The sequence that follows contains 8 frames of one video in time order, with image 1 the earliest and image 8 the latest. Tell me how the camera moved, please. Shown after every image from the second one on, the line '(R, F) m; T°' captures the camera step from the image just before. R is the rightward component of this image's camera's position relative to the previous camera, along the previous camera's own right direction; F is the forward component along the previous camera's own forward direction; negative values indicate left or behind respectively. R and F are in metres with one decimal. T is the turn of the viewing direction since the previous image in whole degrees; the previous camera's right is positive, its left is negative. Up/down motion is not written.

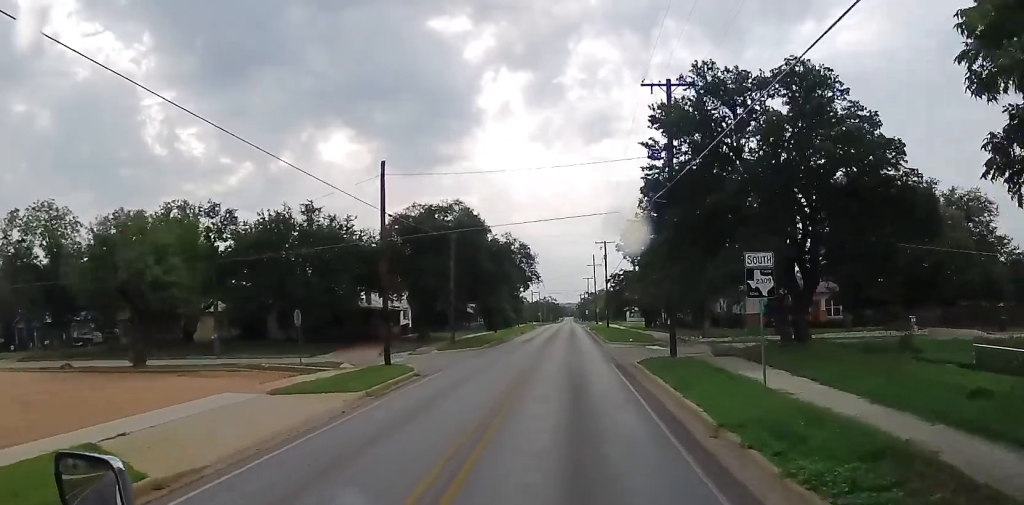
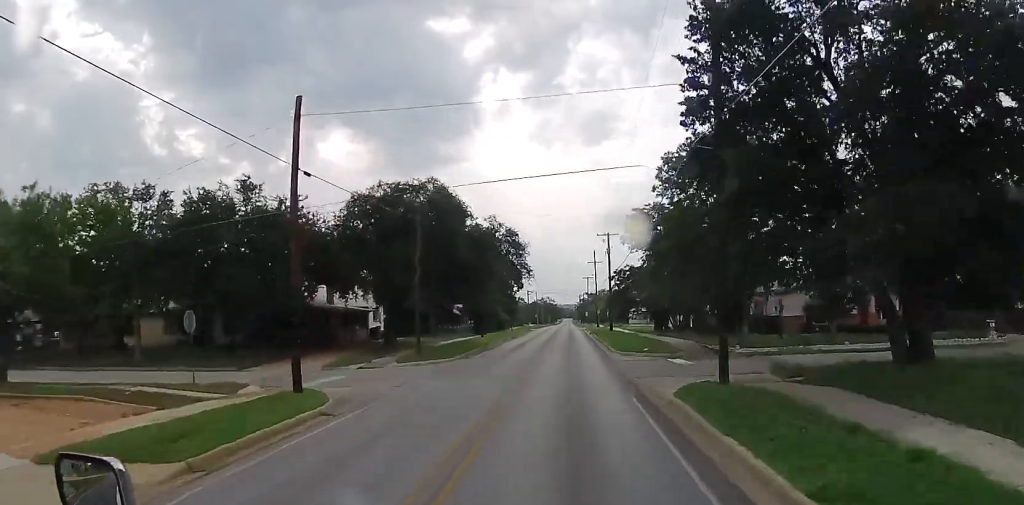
(0.0, +9.7) m; 0°
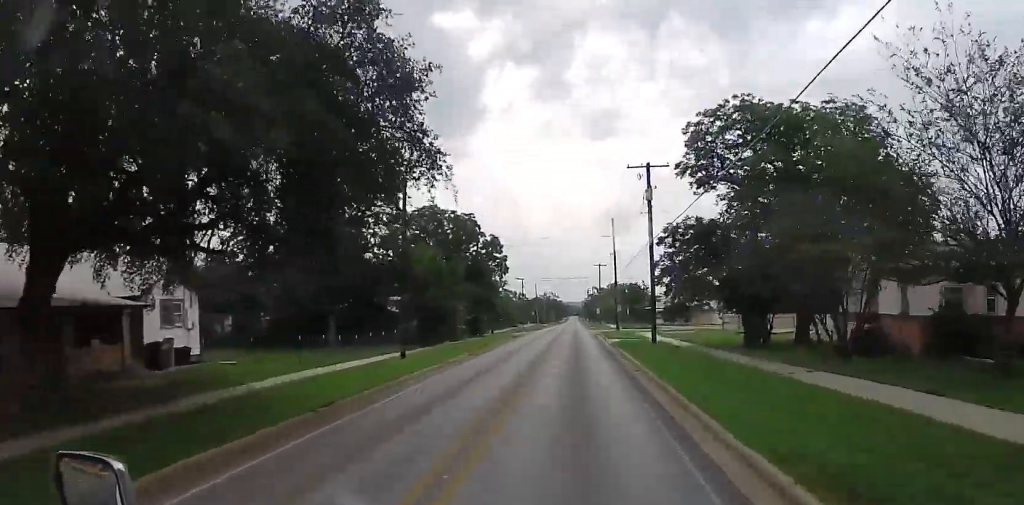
(0.0, +31.8) m; 0°
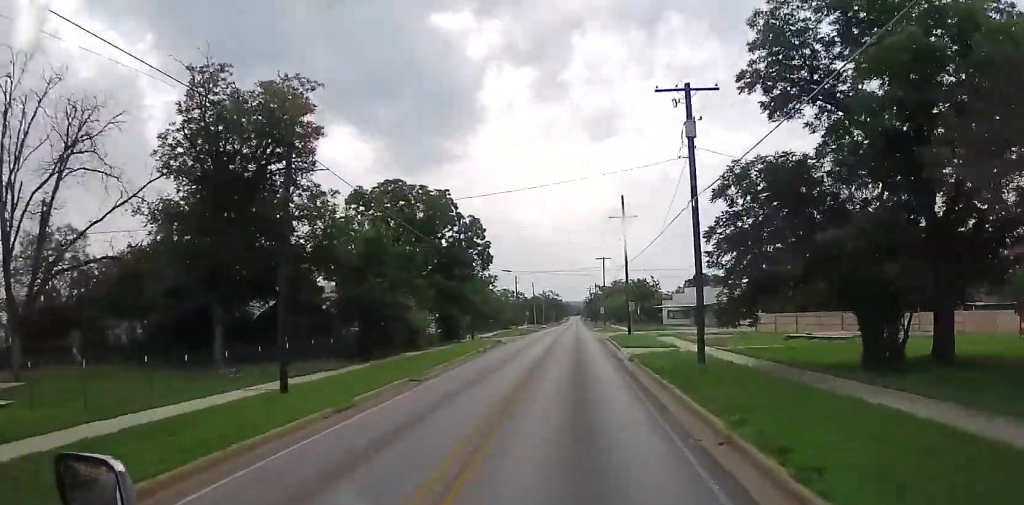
(0.0, +14.0) m; 0°
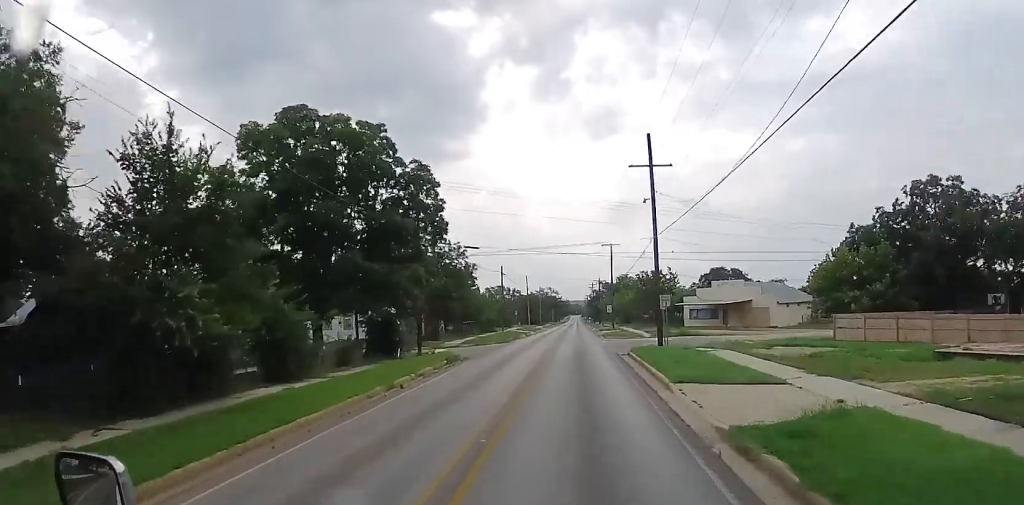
(0.0, +19.6) m; 0°
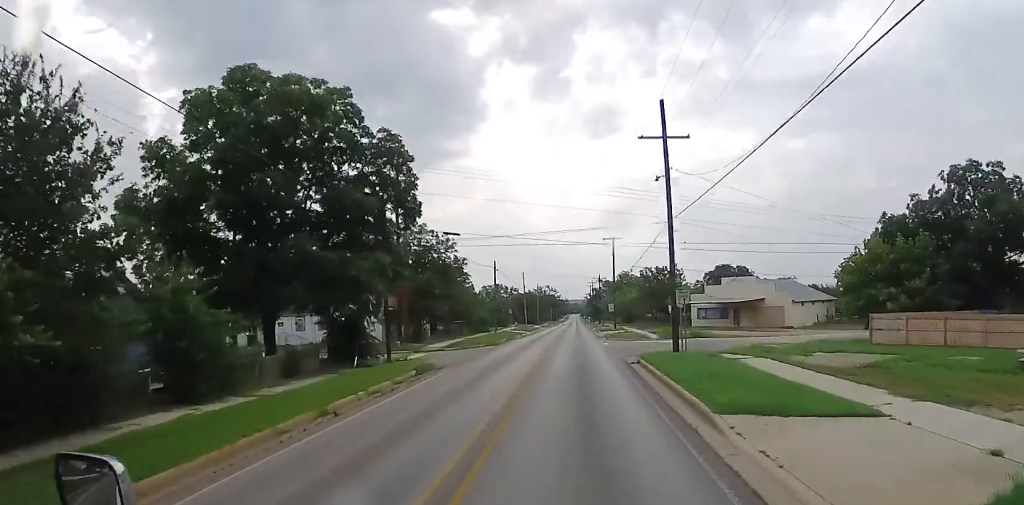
(0.0, +6.0) m; +1°
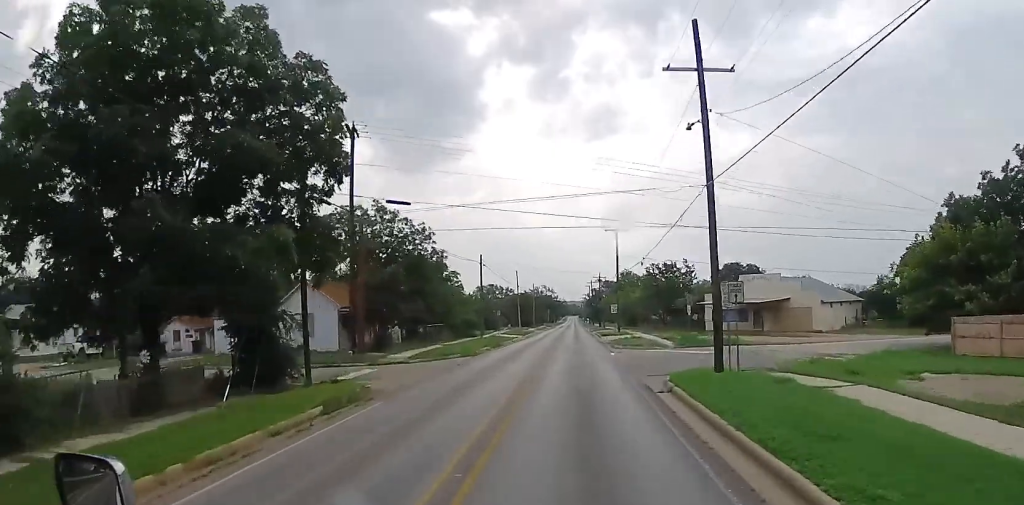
(-0.1, +9.4) m; +1°
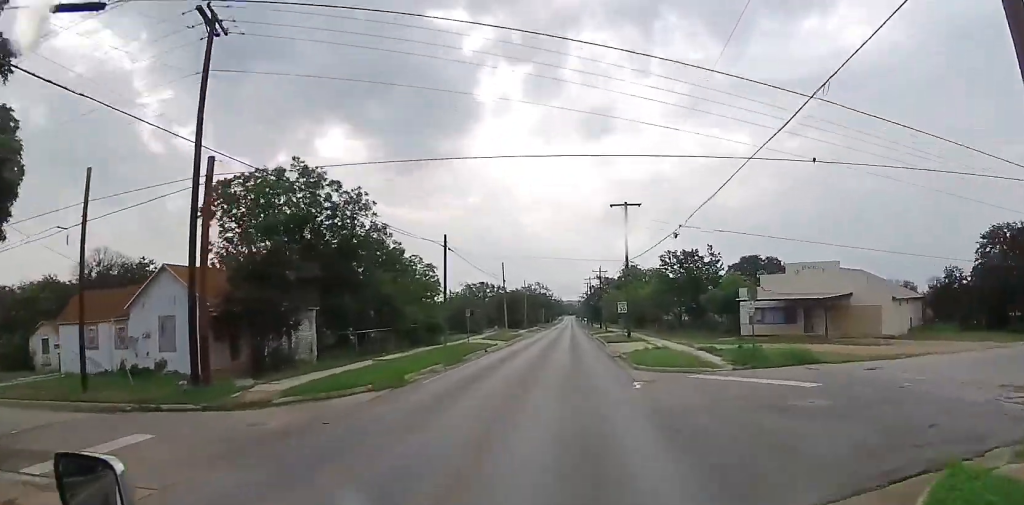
(+0.5, +15.7) m; +2°
